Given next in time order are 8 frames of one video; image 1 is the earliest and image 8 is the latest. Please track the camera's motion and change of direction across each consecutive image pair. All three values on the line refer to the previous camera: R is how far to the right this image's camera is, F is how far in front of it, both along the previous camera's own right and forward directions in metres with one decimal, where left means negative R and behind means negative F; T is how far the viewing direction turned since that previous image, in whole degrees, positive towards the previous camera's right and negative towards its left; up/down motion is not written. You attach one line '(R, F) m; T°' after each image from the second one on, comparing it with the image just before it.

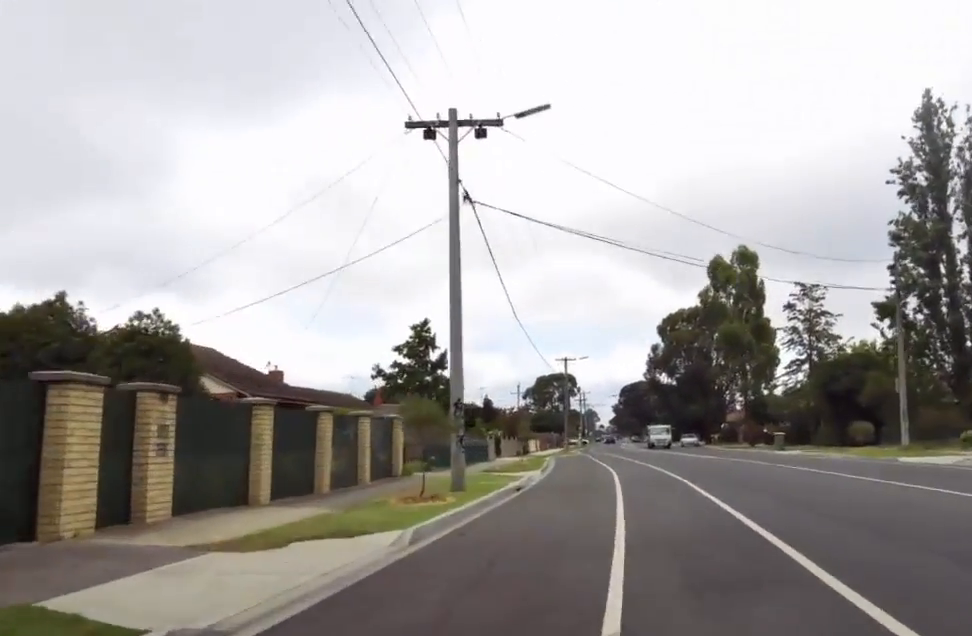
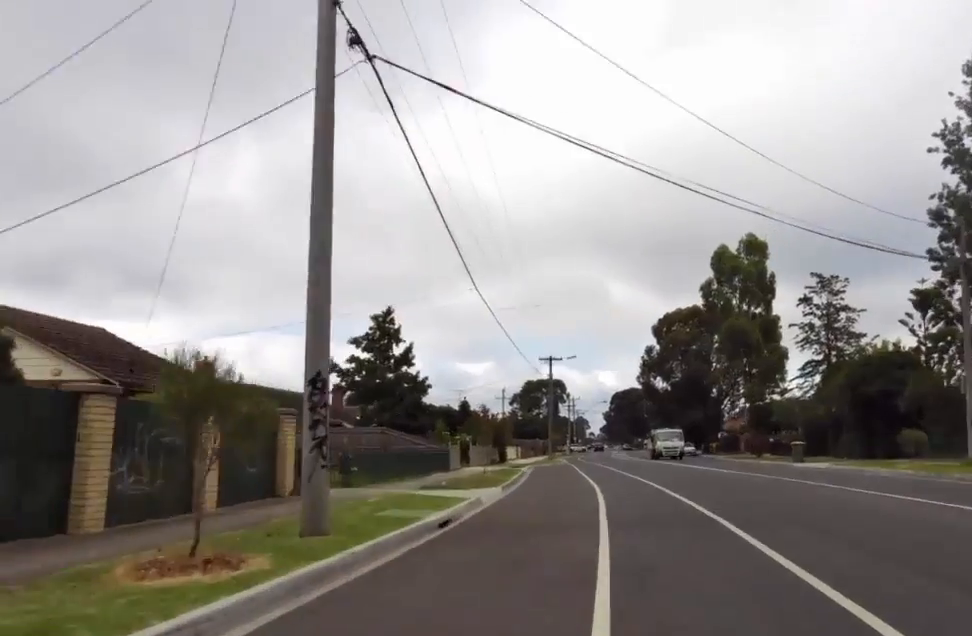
(+0.4, +7.0) m; +2°
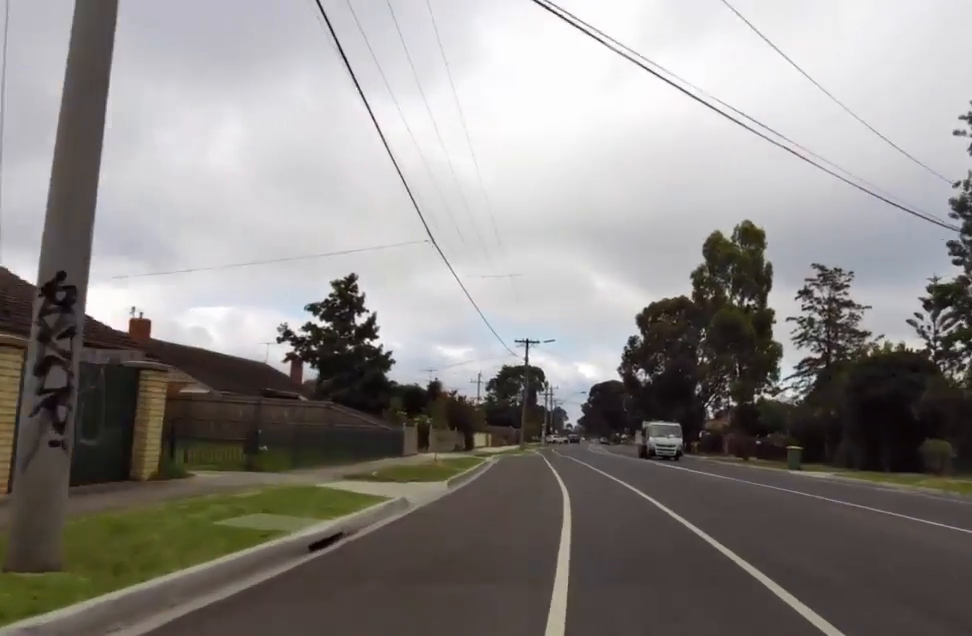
(+0.1, +4.0) m; -3°
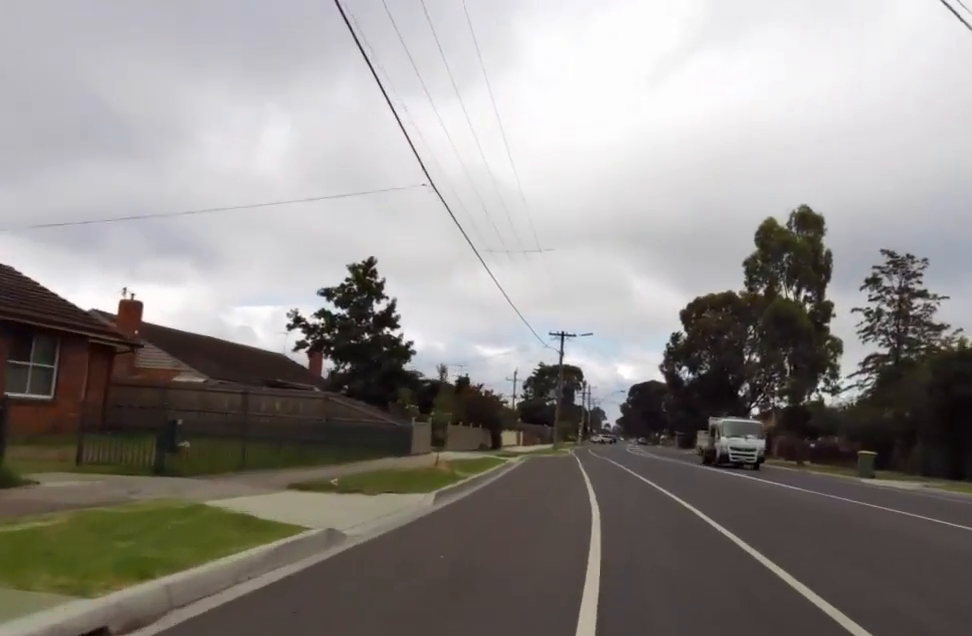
(0.0, +4.6) m; -4°
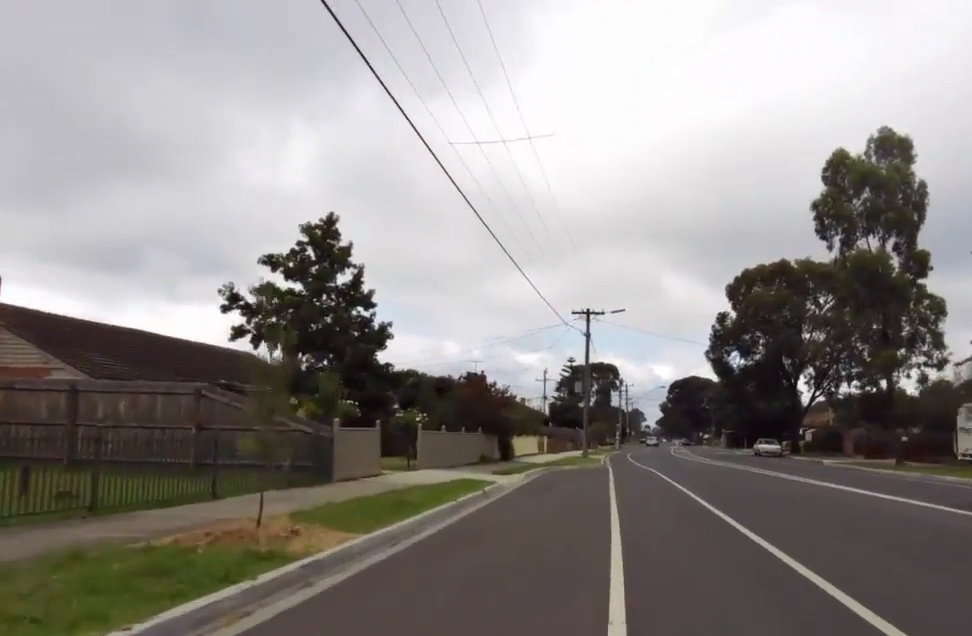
(-1.1, +10.1) m; -4°
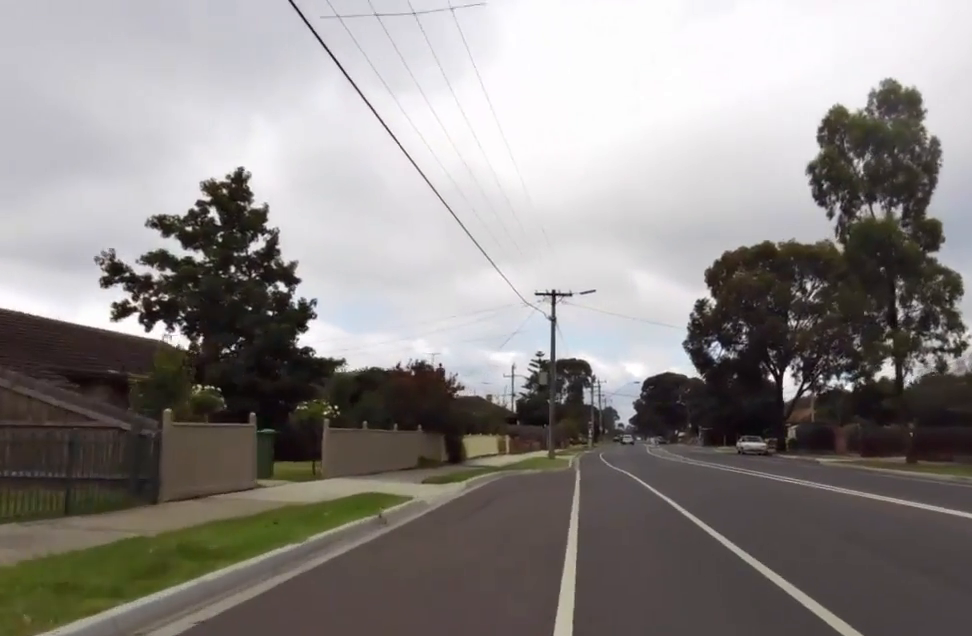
(-0.2, +4.9) m; +4°
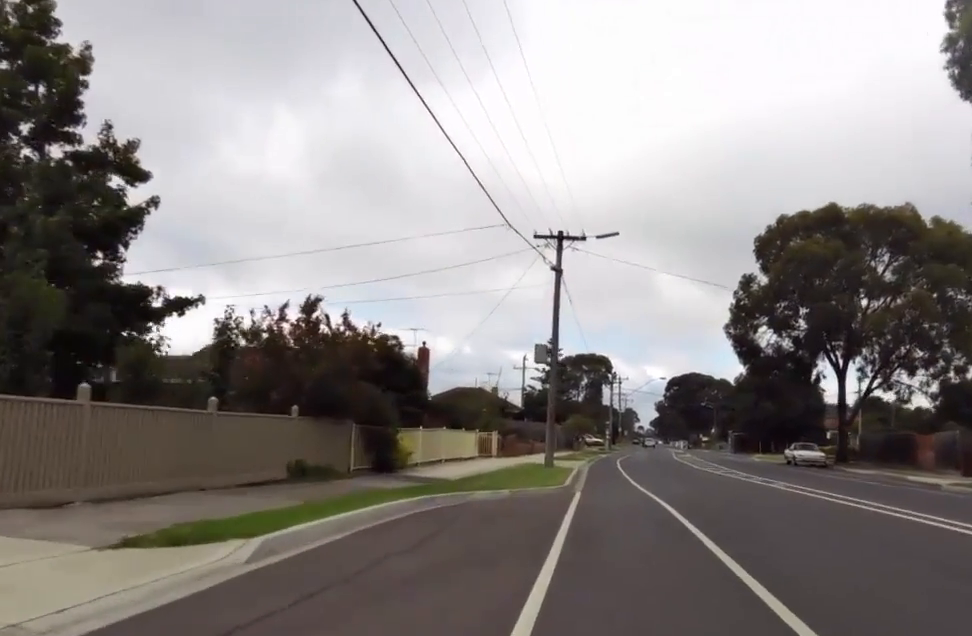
(+1.1, +10.5) m; +2°
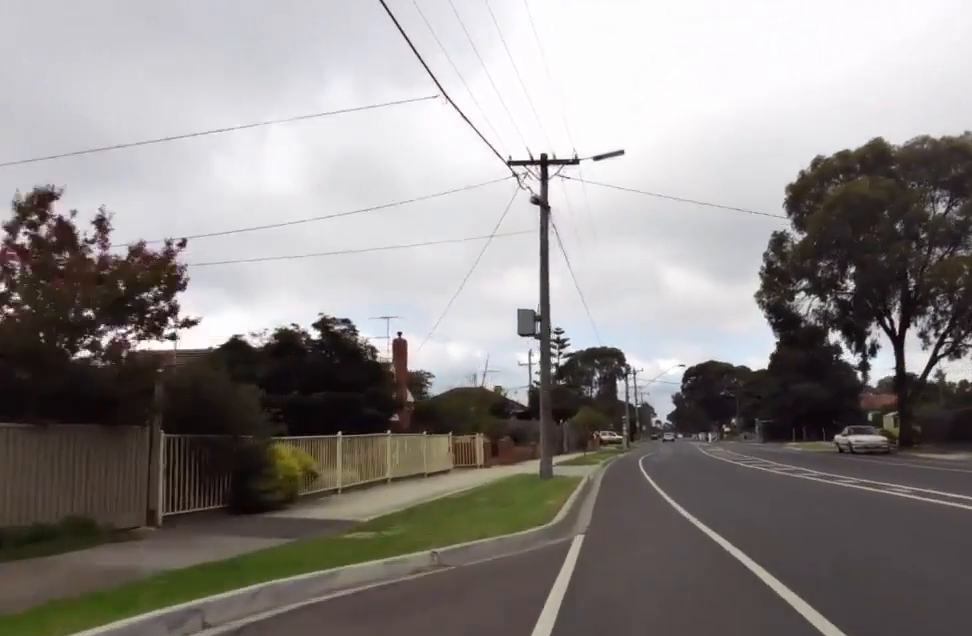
(-0.8, +7.0) m; +1°
